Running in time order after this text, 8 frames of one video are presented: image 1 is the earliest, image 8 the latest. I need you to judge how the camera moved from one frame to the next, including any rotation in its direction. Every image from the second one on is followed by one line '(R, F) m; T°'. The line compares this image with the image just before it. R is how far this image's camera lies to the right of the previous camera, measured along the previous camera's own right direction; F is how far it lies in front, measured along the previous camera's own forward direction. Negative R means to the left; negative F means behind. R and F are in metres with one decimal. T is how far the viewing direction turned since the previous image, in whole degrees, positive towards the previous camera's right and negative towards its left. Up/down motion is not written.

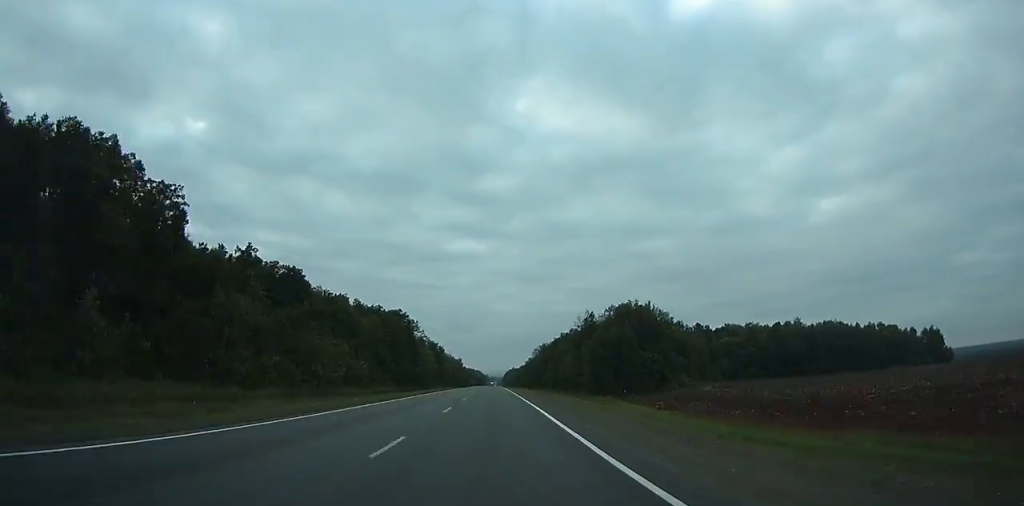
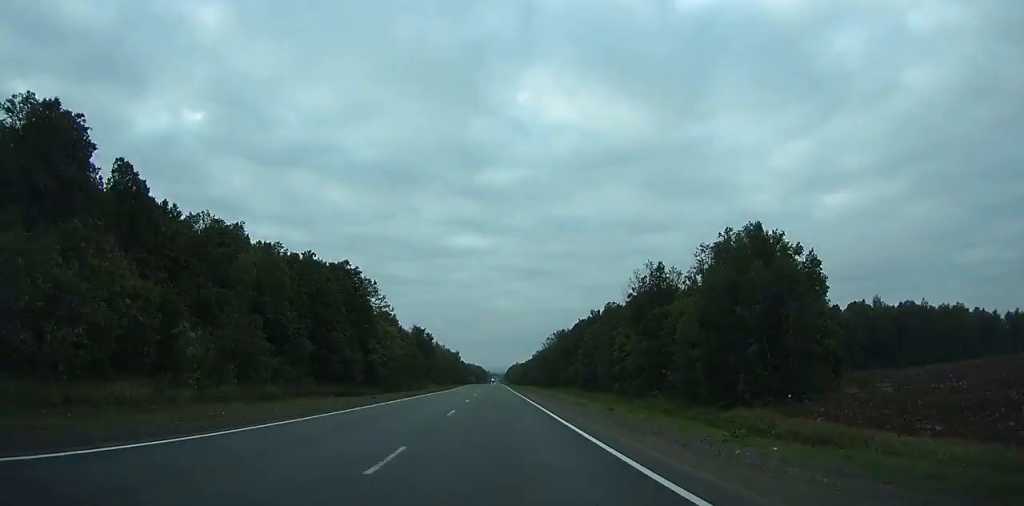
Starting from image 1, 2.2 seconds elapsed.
(-0.1, +60.4) m; 0°
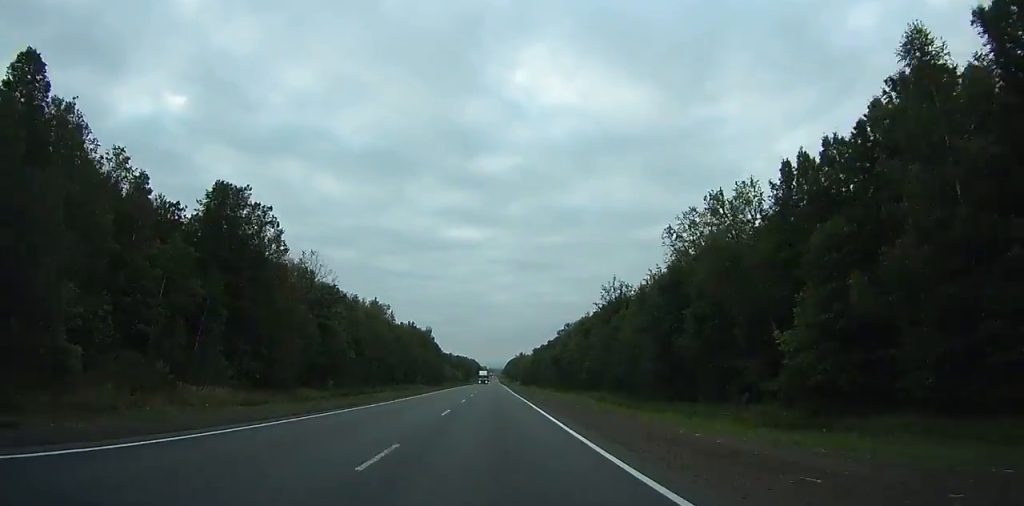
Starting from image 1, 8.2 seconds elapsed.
(0.0, +165.6) m; 0°
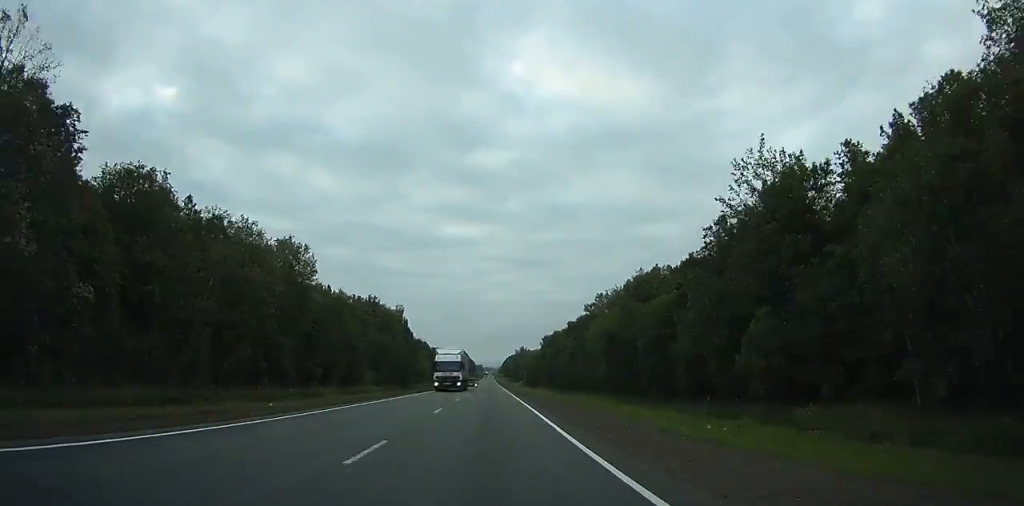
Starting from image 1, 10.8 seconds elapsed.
(+0.2, +71.9) m; 0°
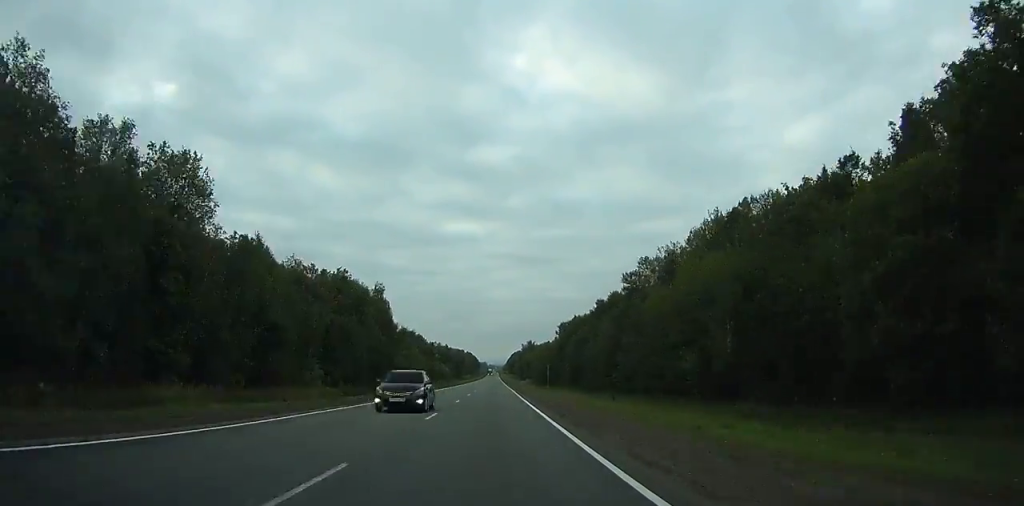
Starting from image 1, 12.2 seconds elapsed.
(+0.1, +39.0) m; 0°
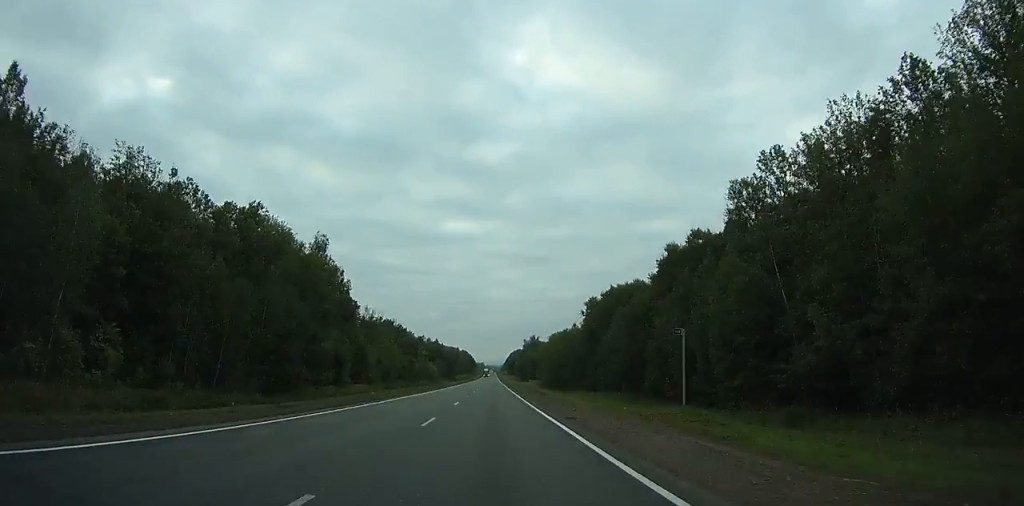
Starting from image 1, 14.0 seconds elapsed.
(+0.1, +50.5) m; 0°
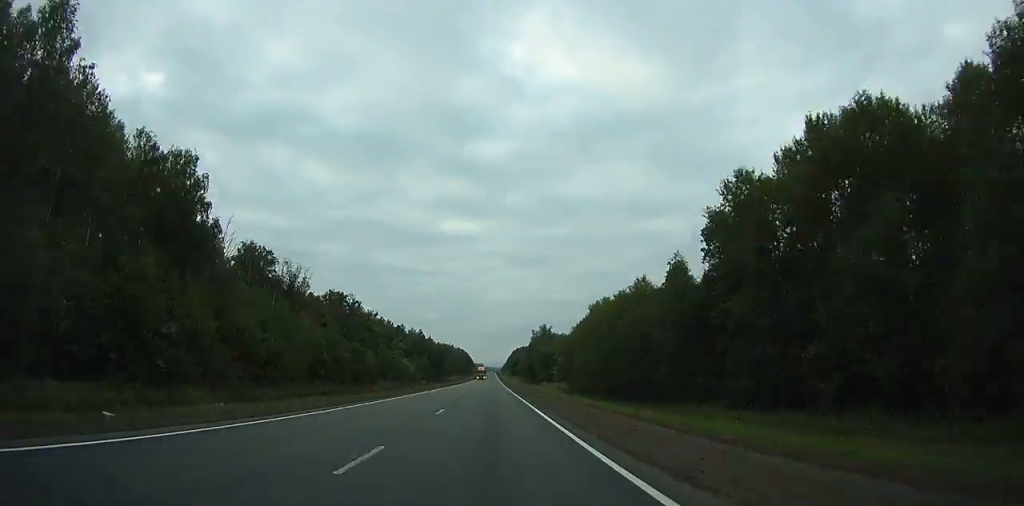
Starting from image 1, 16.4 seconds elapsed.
(-0.1, +68.3) m; 0°
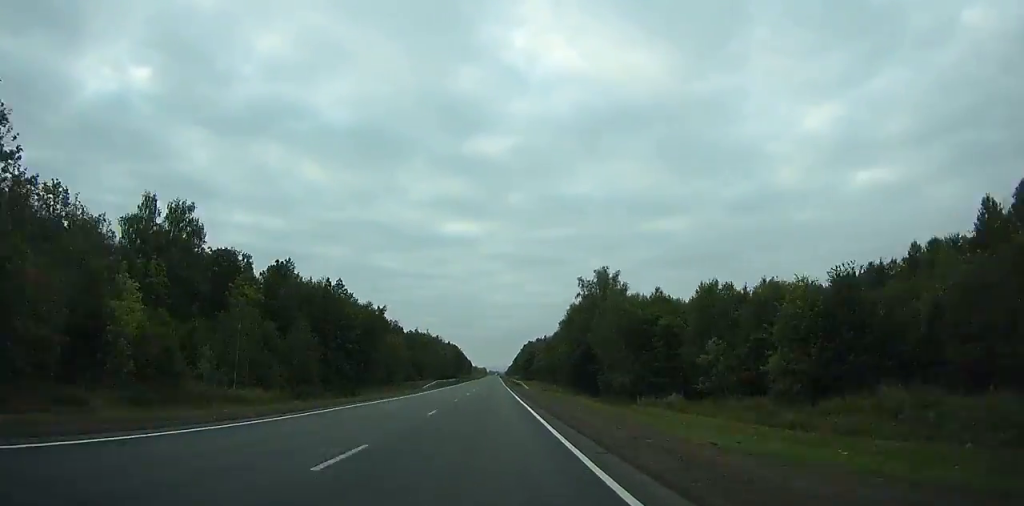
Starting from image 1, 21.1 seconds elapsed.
(-3.4, +141.0) m; -8°
